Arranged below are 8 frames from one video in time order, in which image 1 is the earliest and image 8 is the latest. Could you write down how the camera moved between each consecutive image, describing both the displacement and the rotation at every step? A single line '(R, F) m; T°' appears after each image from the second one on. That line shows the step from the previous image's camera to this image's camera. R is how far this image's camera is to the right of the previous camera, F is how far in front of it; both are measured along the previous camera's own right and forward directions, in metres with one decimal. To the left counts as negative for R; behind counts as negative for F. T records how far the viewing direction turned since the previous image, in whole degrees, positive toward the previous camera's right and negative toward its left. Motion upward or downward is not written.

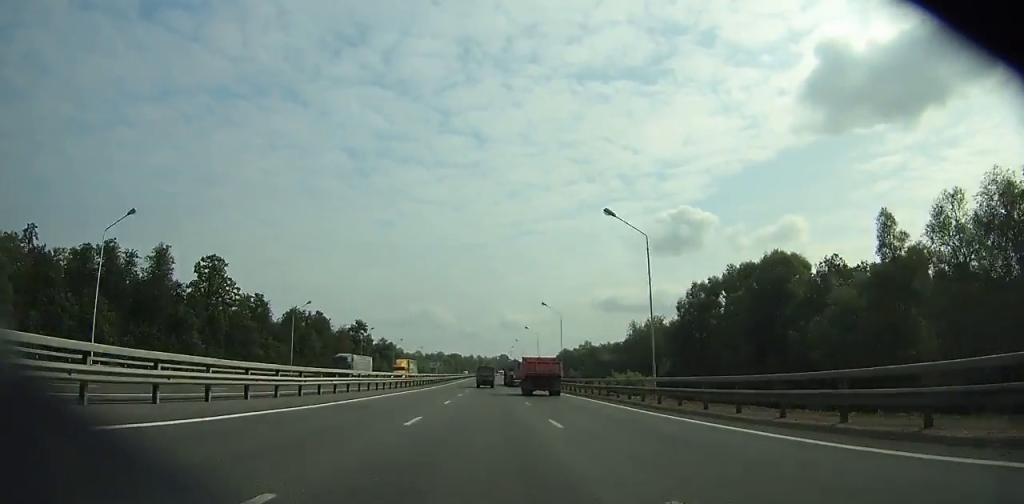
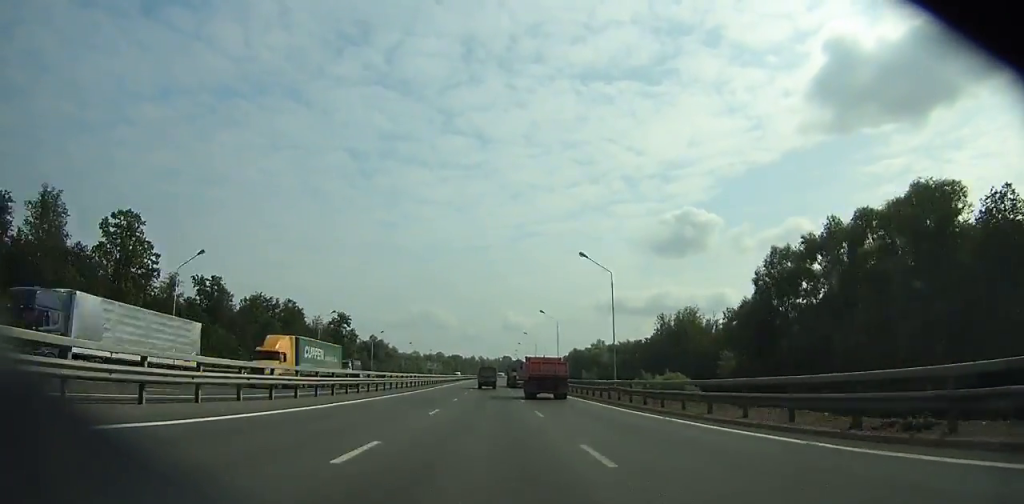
(-0.1, +31.2) m; 0°
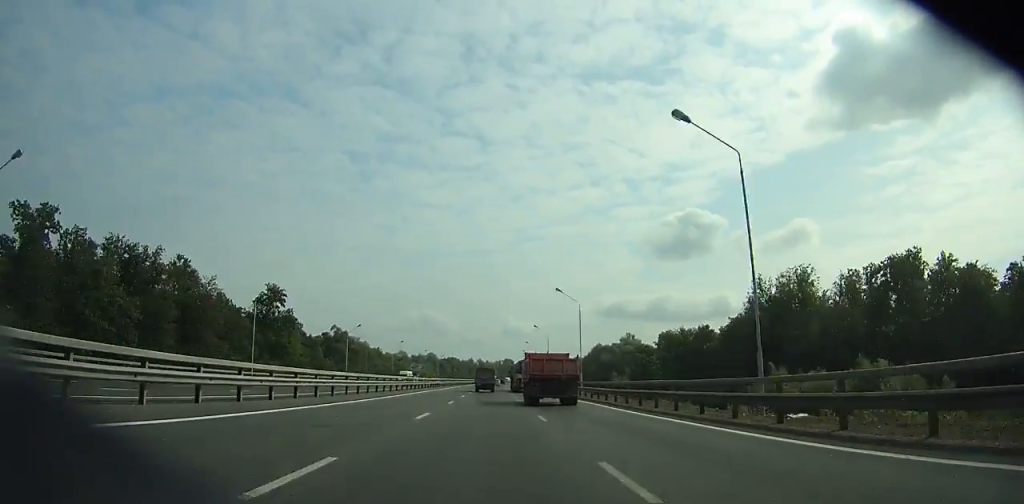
(-0.1, +62.4) m; 0°
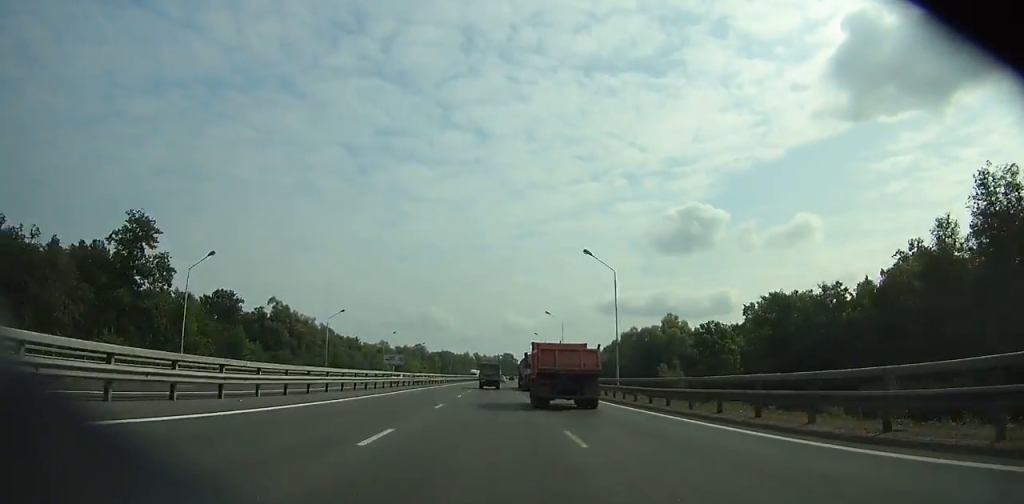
(0.0, +55.1) m; 0°
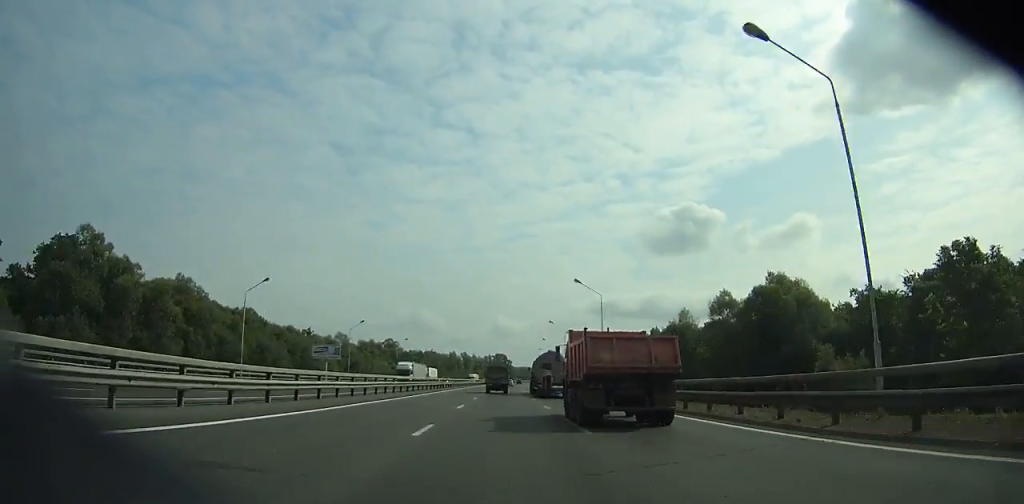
(0.0, +69.6) m; +1°
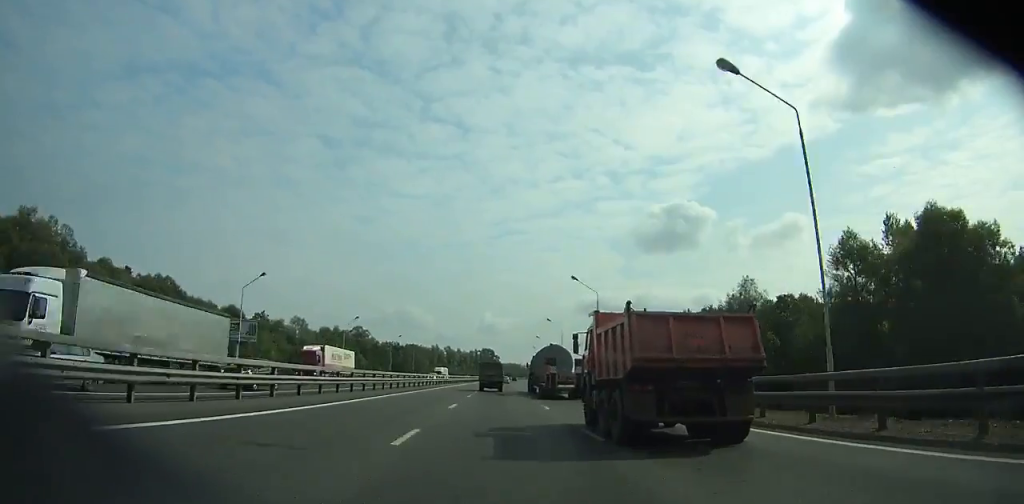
(+0.4, +38.5) m; +1°
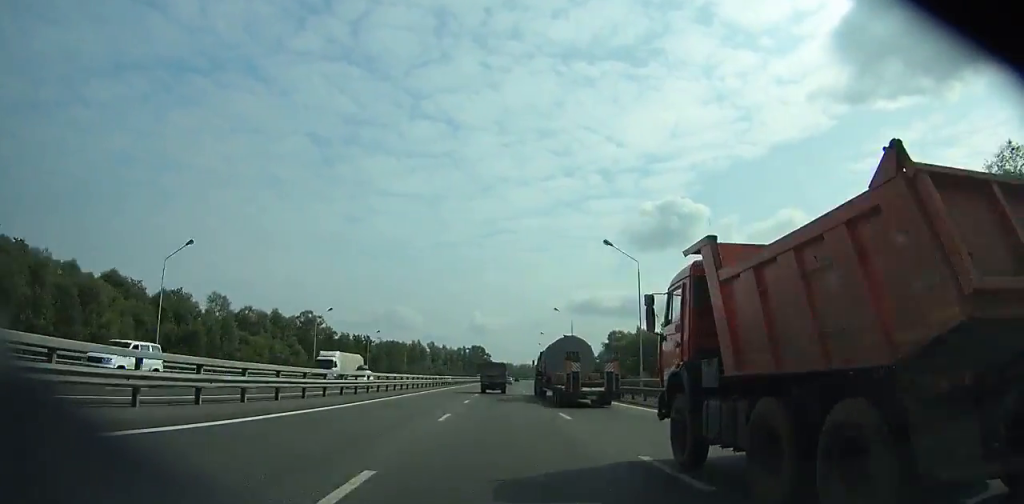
(+0.5, +52.9) m; +1°
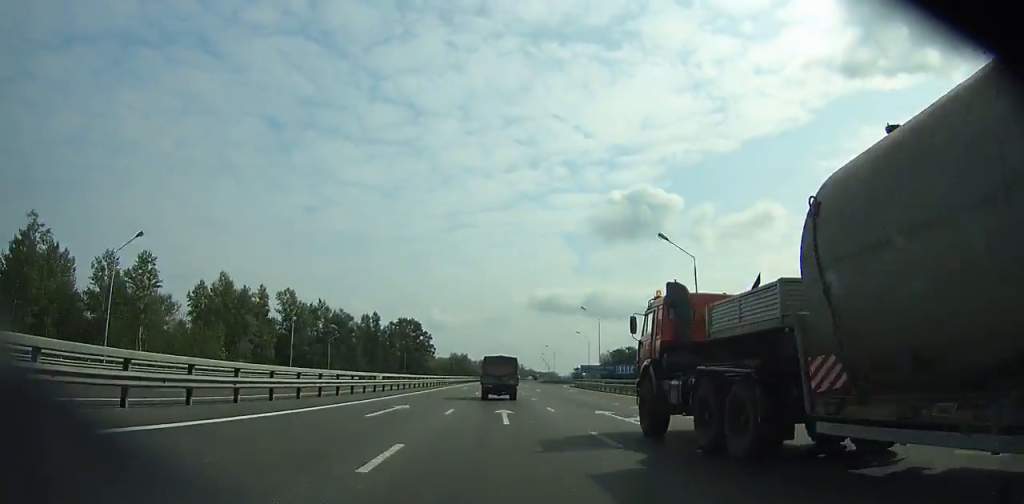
(+6.9, +198.3) m; +4°
